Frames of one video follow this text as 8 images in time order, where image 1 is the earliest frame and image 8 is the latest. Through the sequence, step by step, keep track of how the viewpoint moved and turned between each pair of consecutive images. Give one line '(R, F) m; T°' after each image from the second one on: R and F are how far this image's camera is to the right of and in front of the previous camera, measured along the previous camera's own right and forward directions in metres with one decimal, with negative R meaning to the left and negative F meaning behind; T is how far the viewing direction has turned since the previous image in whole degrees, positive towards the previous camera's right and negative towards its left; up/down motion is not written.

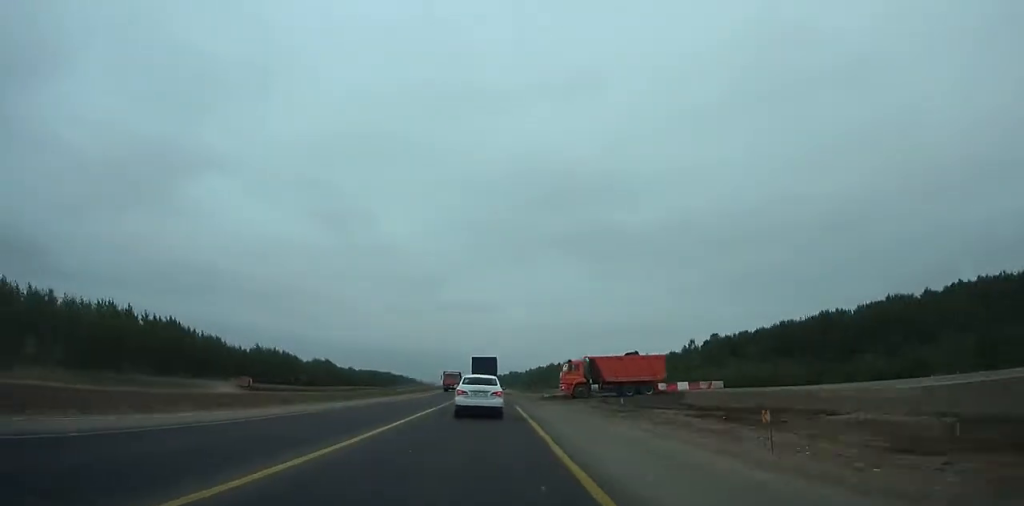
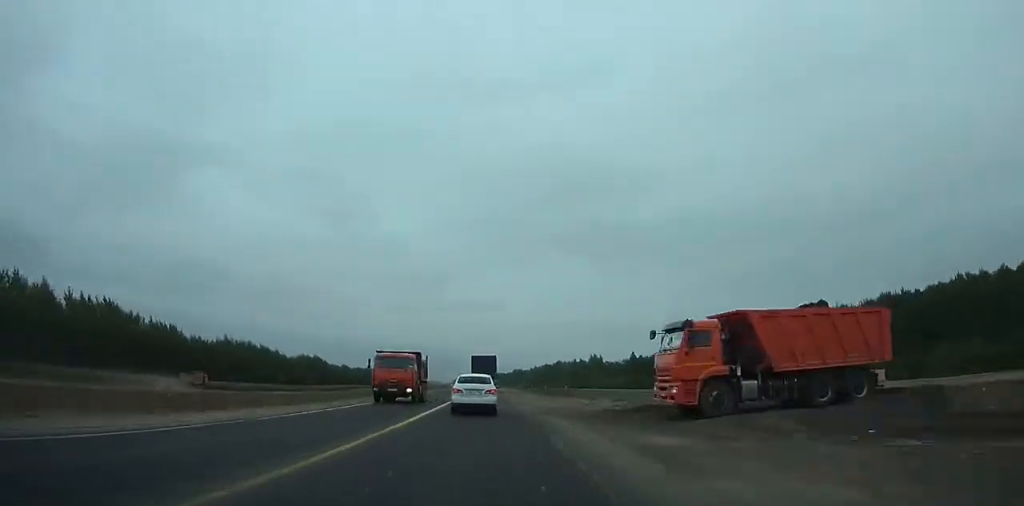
(-0.7, +25.9) m; -1°
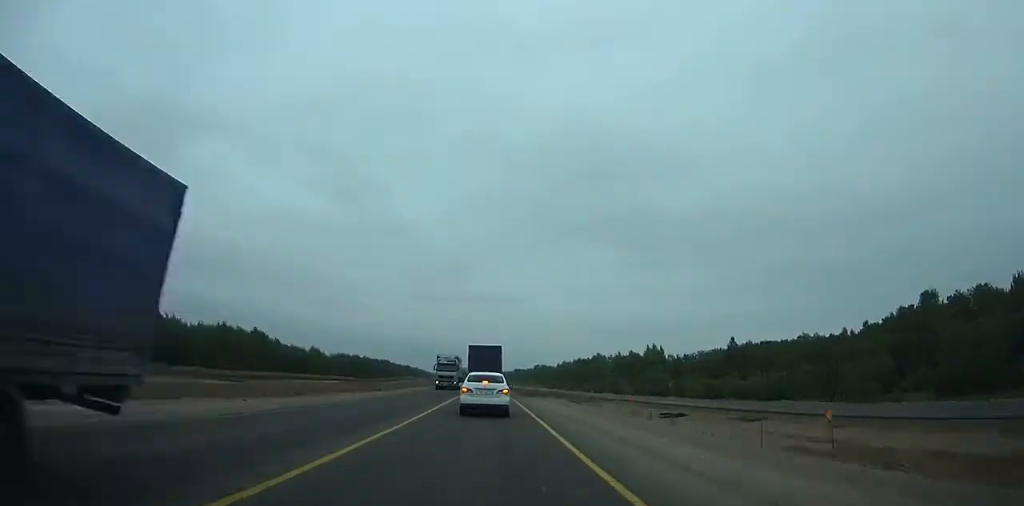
(-2.5, +90.8) m; -2°
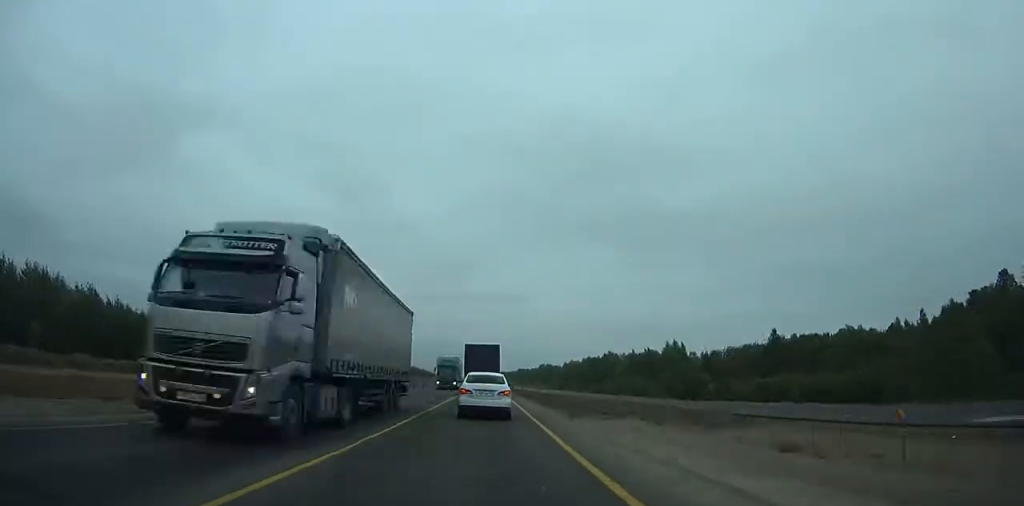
(-0.1, +25.0) m; 0°
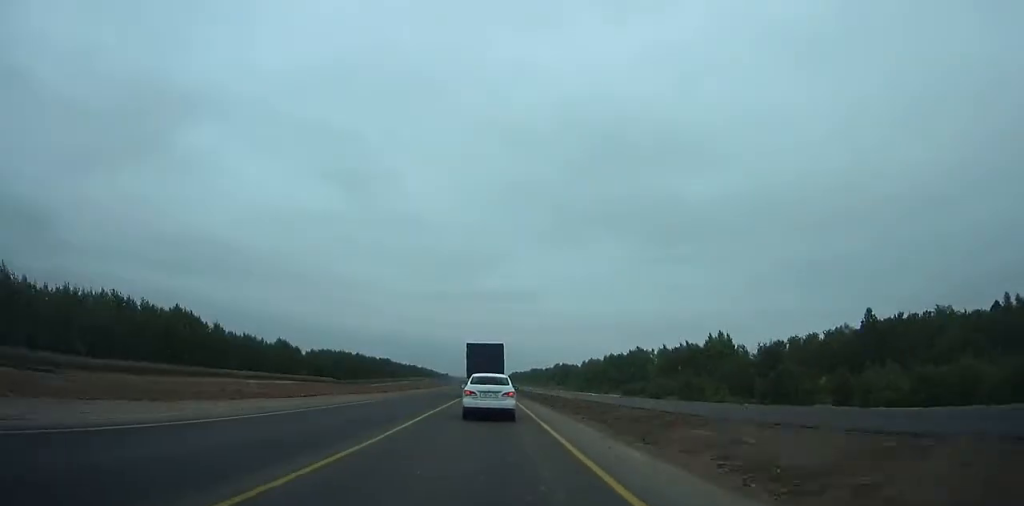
(-0.2, +38.6) m; -1°
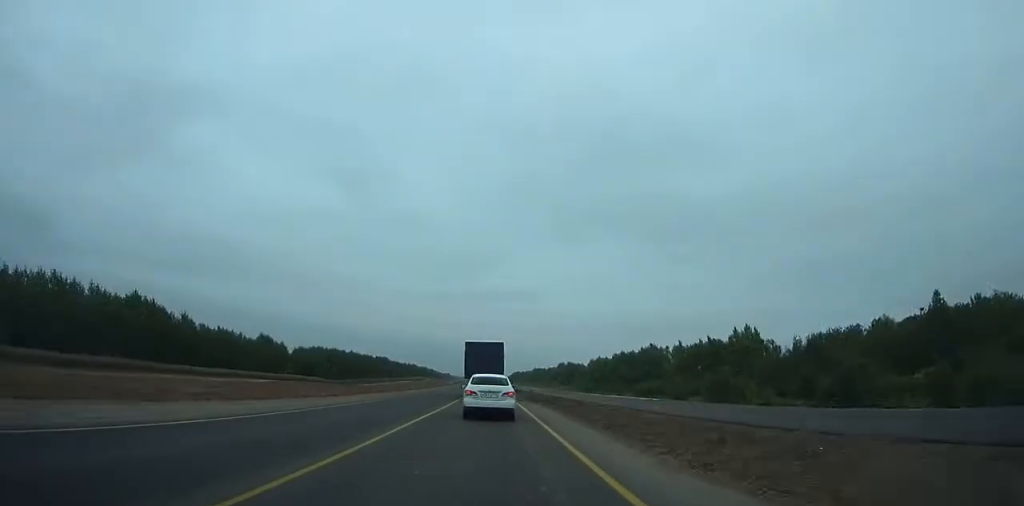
(0.0, +19.7) m; 0°
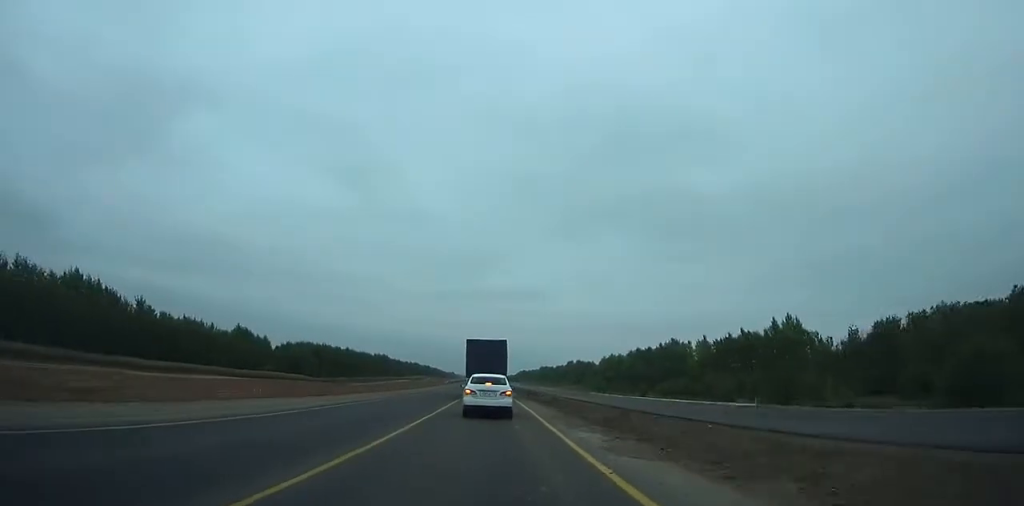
(-0.1, +23.1) m; -1°
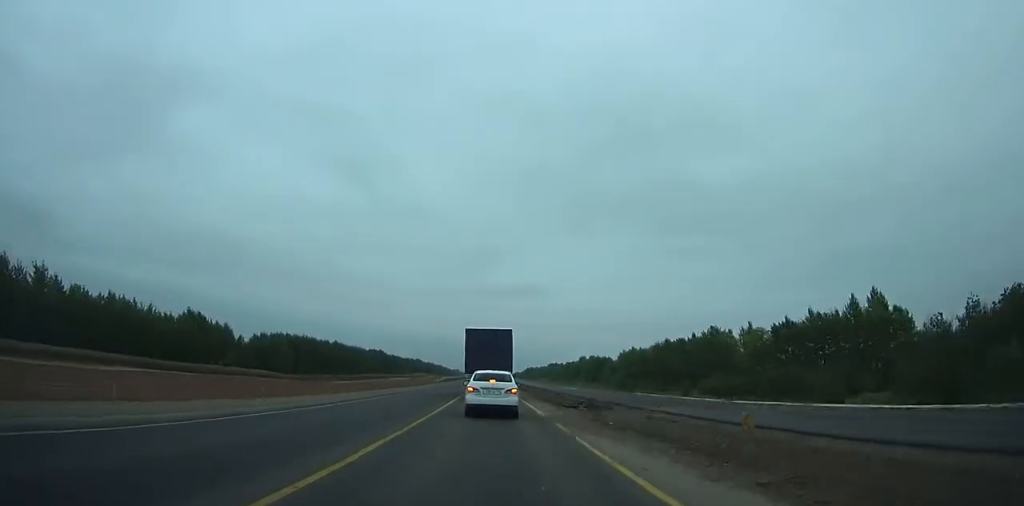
(-0.3, +32.6) m; -1°
